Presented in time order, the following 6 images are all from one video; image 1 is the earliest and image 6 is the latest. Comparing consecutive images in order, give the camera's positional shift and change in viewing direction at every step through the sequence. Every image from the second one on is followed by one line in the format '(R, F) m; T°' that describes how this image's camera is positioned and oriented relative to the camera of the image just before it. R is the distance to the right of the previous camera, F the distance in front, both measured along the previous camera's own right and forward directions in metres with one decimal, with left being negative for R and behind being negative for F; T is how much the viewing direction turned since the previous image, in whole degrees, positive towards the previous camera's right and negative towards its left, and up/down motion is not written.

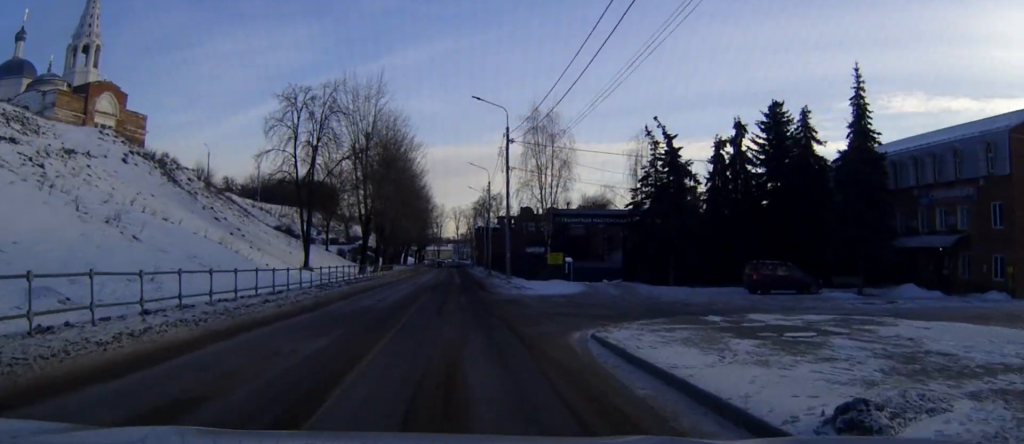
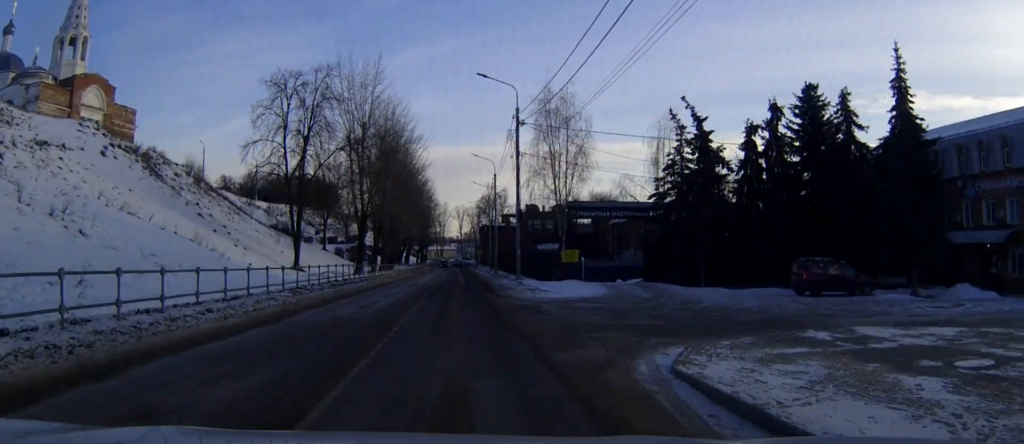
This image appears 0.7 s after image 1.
(-0.1, +5.1) m; 0°
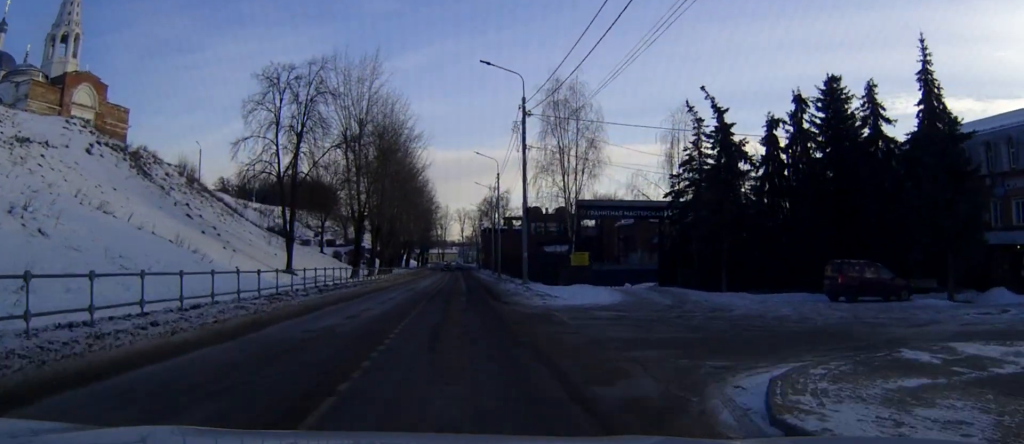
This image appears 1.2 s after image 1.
(0.0, +3.3) m; +1°
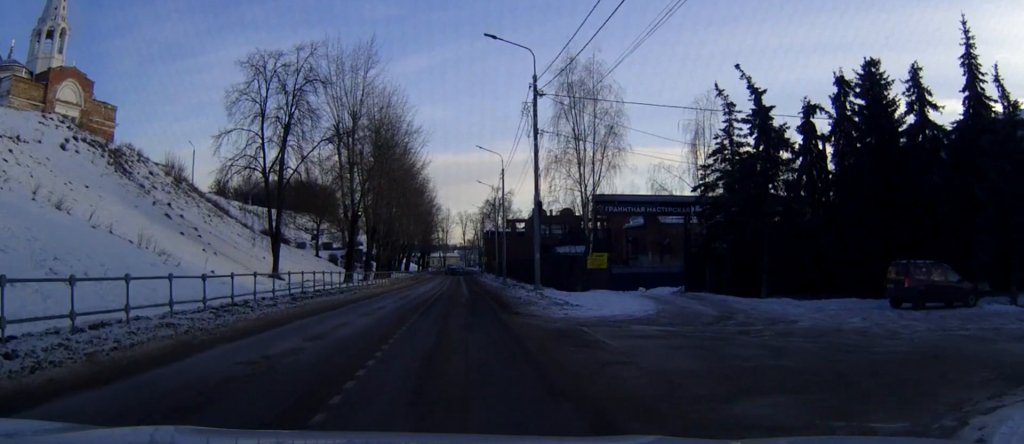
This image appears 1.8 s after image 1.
(0.0, +4.8) m; +1°
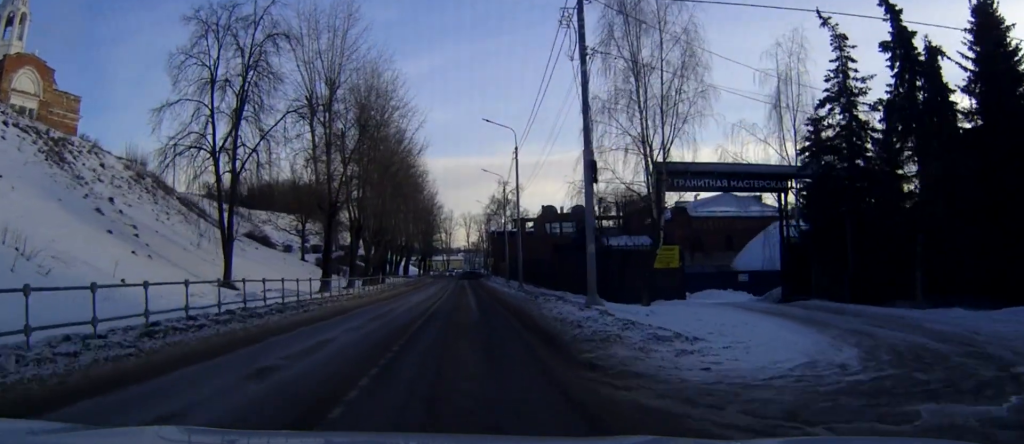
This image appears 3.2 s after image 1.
(0.0, +11.5) m; 0°
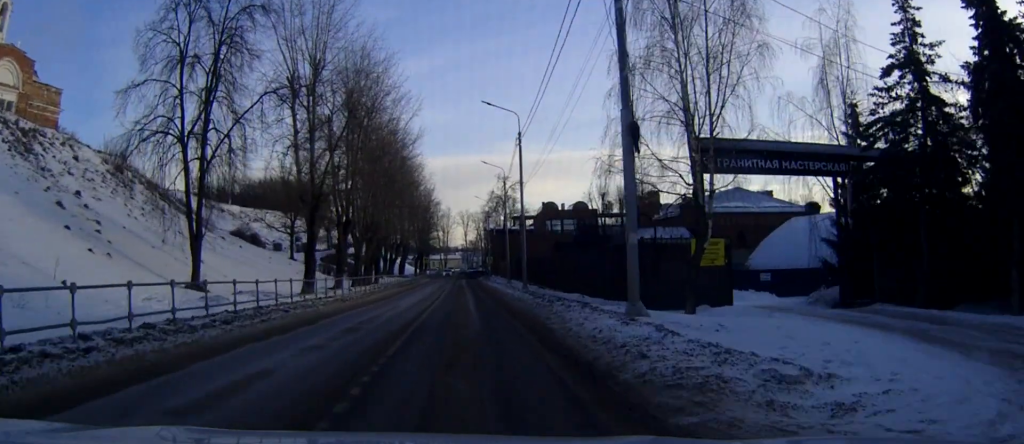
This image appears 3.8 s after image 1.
(0.0, +4.8) m; 0°
